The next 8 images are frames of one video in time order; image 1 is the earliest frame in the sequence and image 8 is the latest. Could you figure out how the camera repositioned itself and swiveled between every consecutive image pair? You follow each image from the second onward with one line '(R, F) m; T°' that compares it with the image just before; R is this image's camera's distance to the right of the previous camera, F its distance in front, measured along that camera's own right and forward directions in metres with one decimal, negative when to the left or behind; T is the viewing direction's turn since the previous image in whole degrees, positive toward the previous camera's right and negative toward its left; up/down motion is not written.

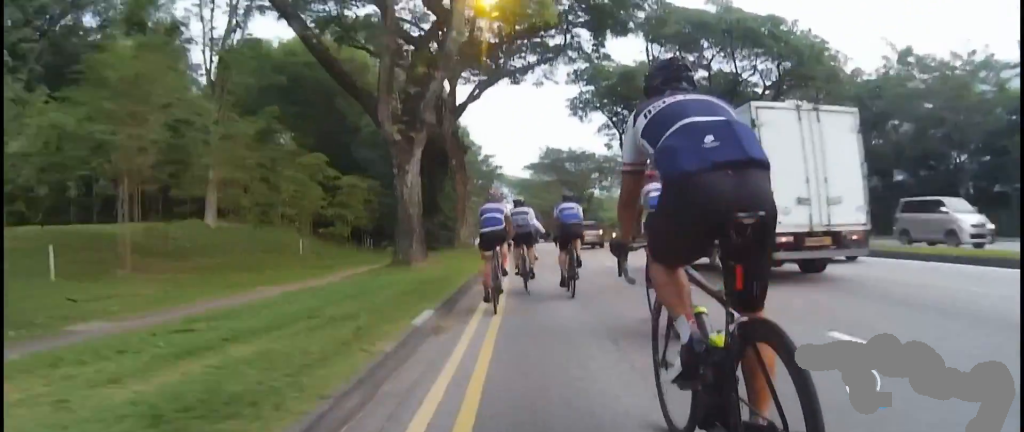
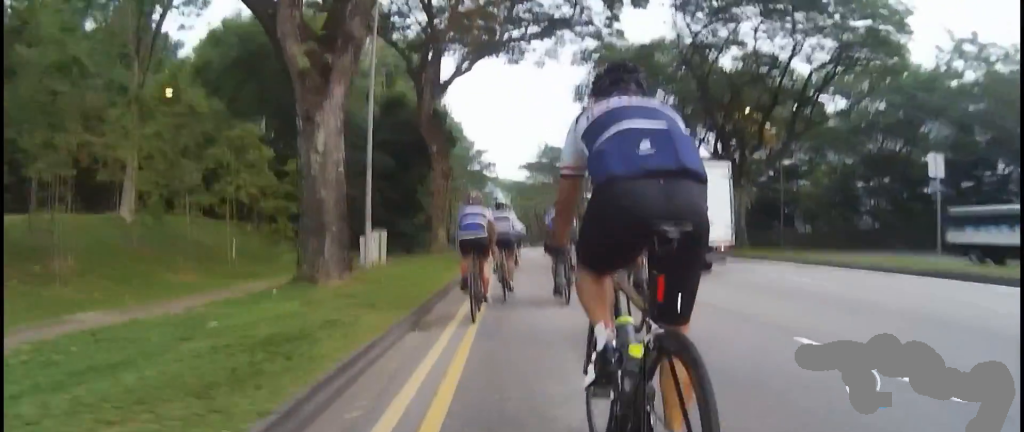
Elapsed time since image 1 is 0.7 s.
(+0.1, +5.9) m; 0°
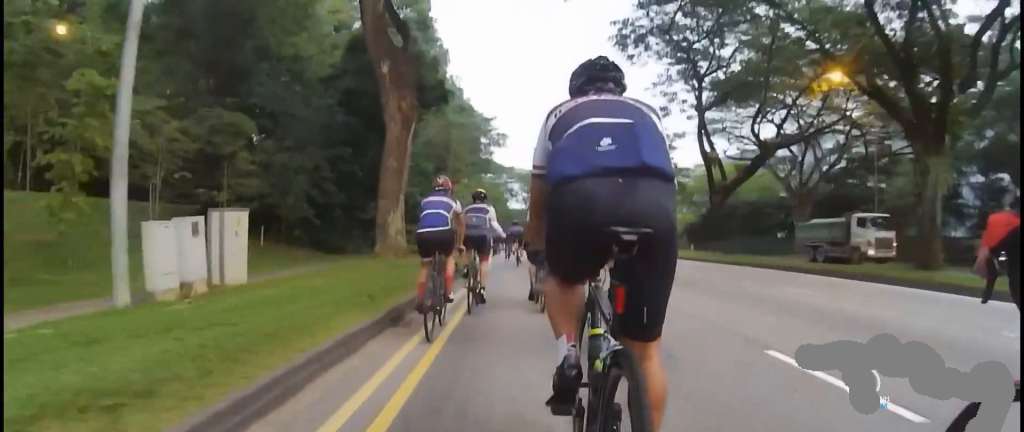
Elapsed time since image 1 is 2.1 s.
(0.0, +12.3) m; +2°
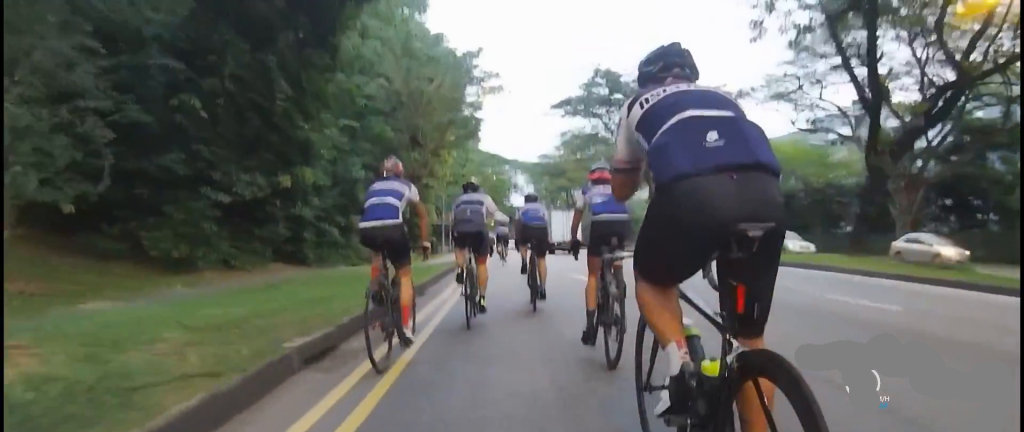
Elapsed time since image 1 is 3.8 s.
(-0.1, +14.9) m; -2°
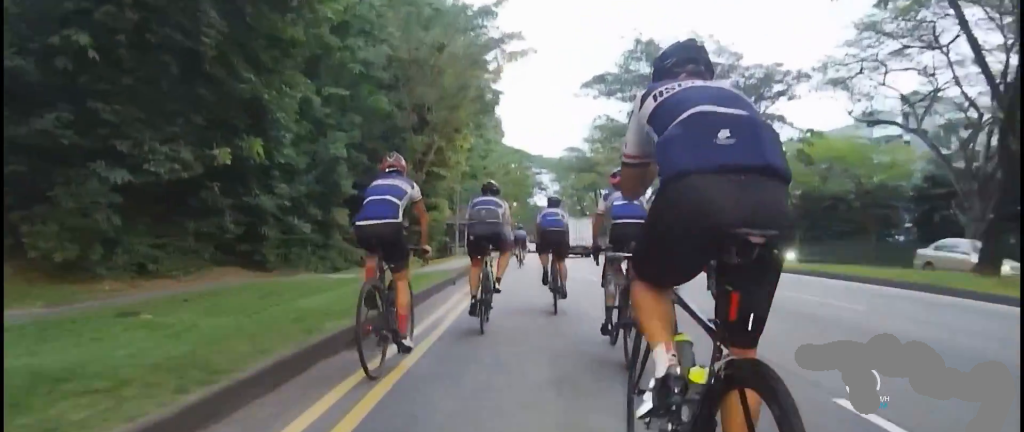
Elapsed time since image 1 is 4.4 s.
(-0.3, +4.9) m; 0°
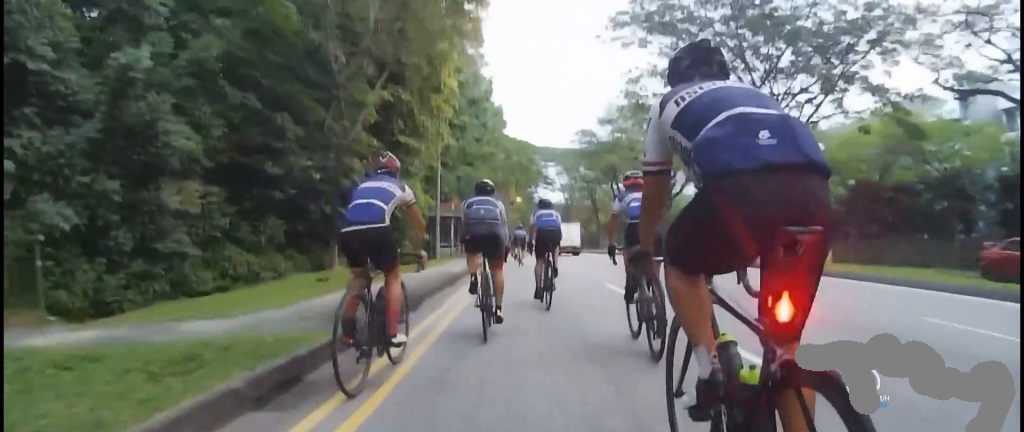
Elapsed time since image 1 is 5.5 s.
(+0.4, +9.7) m; -2°
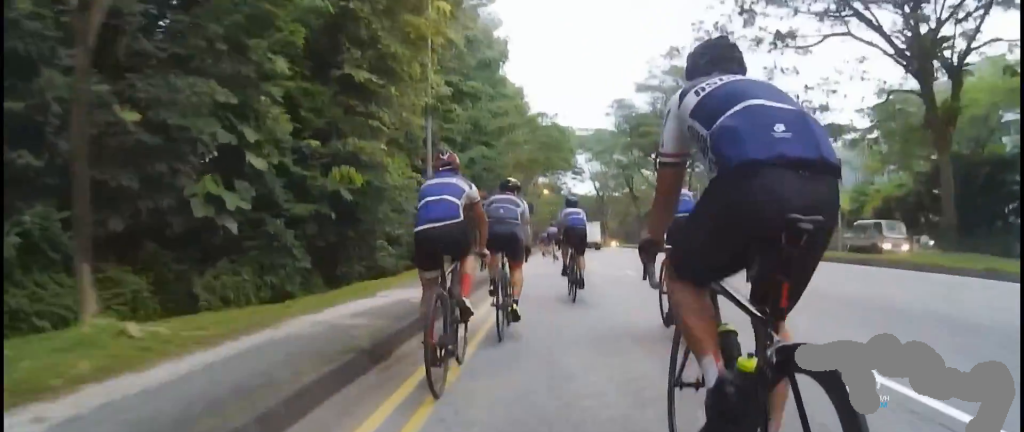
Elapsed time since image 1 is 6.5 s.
(-0.7, +8.9) m; -7°
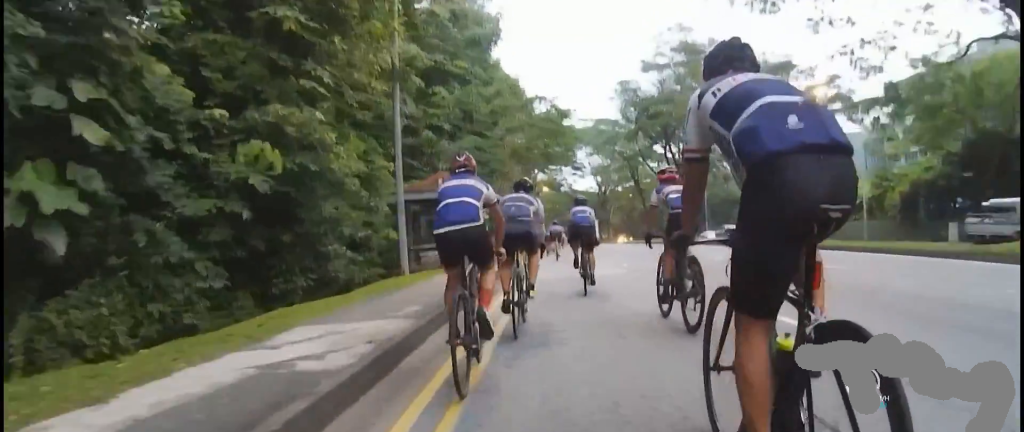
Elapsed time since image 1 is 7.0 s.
(-0.3, +4.4) m; +2°
